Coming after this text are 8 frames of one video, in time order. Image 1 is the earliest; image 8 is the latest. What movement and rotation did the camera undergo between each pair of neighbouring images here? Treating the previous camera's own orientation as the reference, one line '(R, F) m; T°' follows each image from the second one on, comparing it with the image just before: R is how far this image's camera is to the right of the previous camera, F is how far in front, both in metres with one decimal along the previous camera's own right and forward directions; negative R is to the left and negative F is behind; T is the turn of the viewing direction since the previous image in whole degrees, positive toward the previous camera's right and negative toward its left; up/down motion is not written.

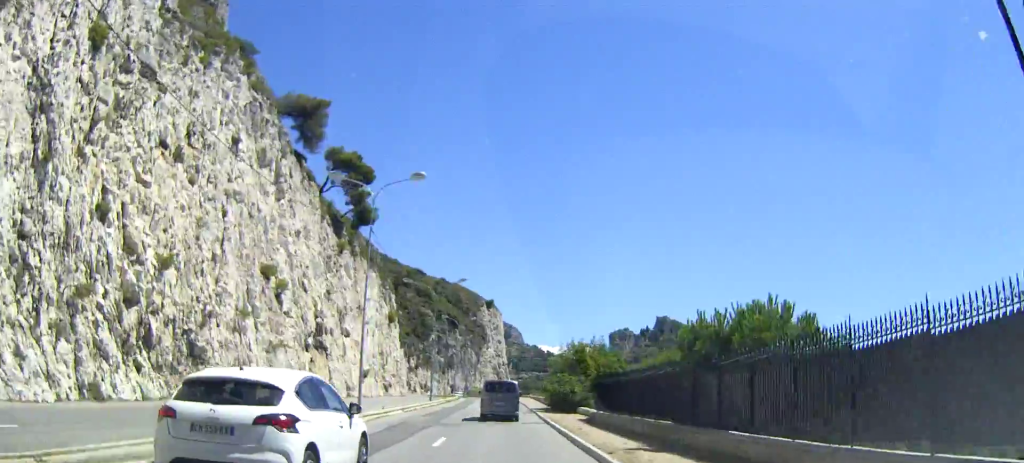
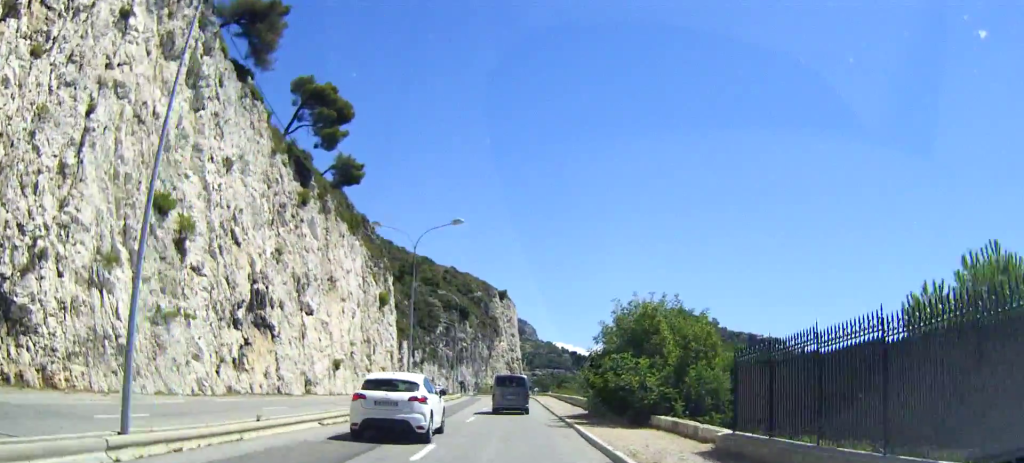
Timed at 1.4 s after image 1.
(-0.4, +18.9) m; -2°
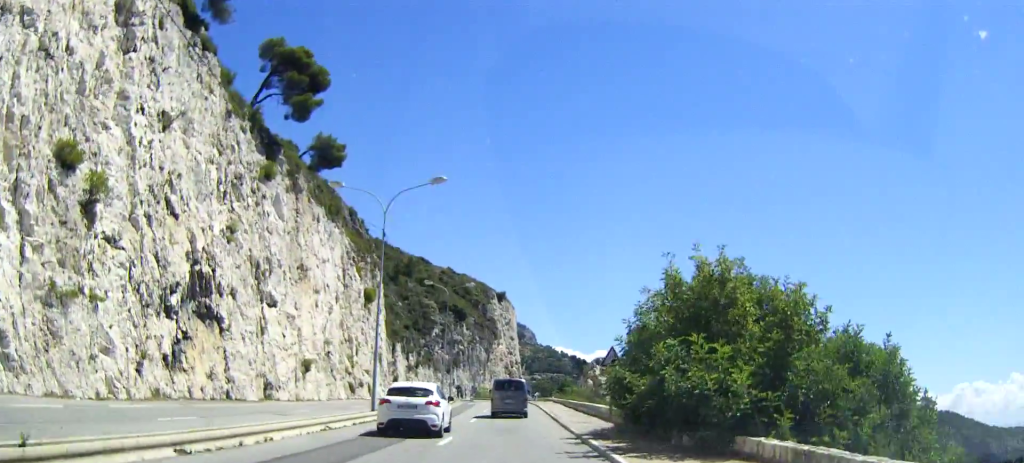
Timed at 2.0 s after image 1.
(-0.1, +9.0) m; 0°
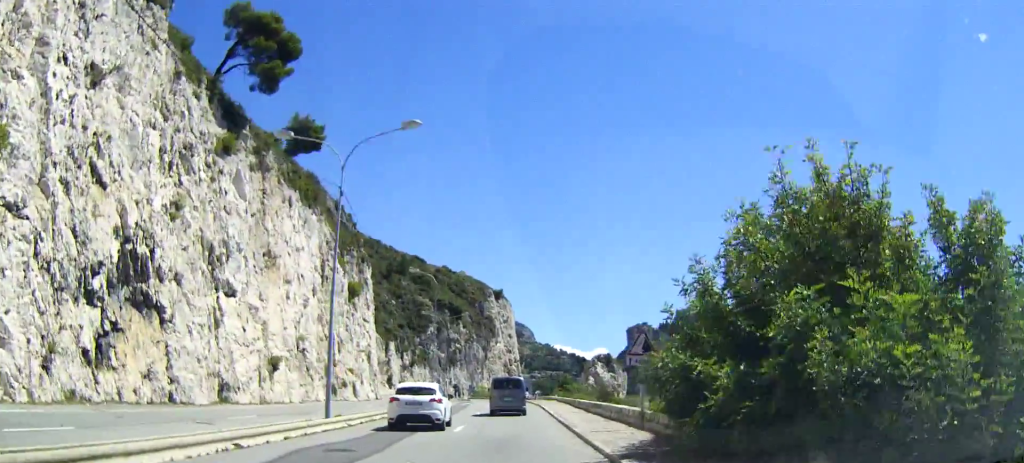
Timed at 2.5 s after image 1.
(0.0, +7.2) m; 0°
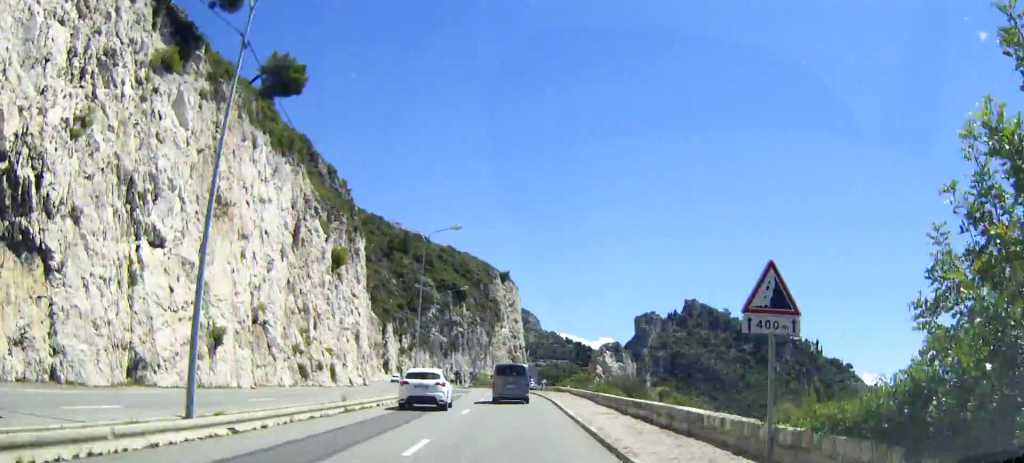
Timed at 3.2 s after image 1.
(0.0, +10.5) m; 0°
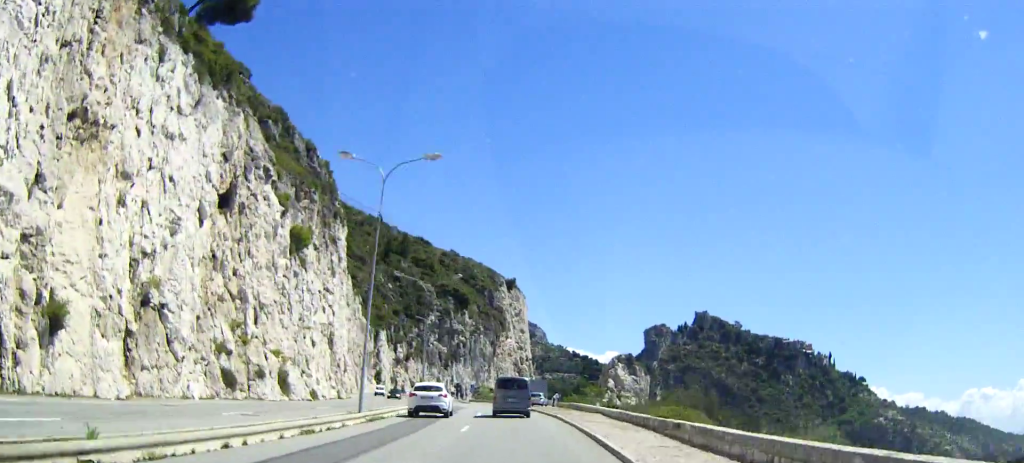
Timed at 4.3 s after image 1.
(0.0, +15.8) m; -1°
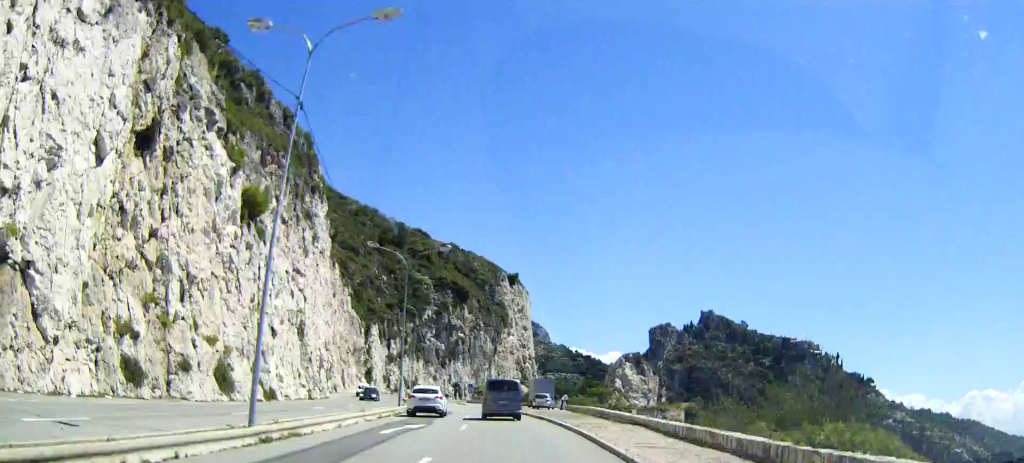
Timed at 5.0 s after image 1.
(-0.1, +11.3) m; -1°
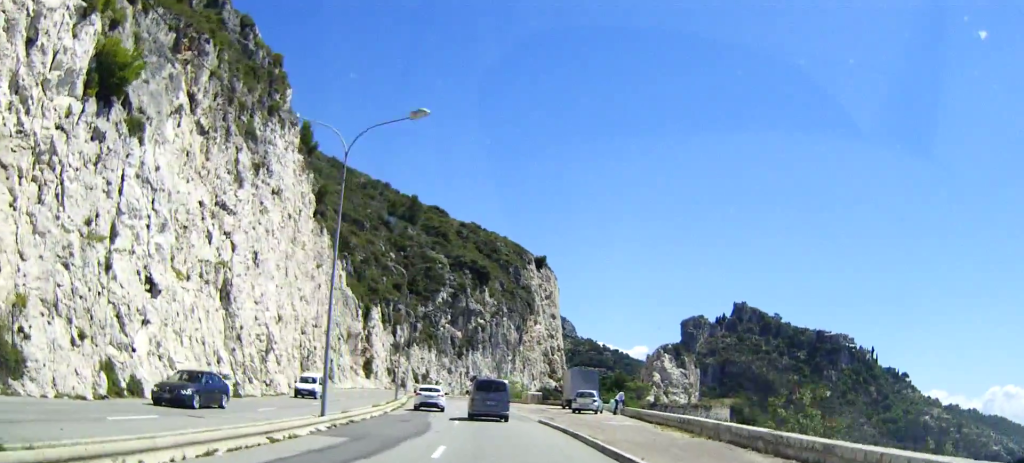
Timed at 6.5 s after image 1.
(-0.3, +22.7) m; -1°
